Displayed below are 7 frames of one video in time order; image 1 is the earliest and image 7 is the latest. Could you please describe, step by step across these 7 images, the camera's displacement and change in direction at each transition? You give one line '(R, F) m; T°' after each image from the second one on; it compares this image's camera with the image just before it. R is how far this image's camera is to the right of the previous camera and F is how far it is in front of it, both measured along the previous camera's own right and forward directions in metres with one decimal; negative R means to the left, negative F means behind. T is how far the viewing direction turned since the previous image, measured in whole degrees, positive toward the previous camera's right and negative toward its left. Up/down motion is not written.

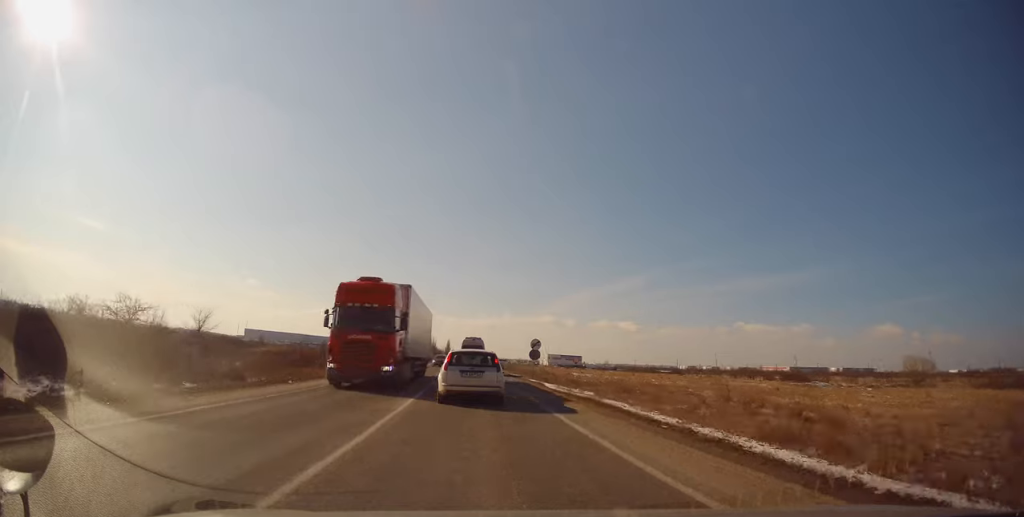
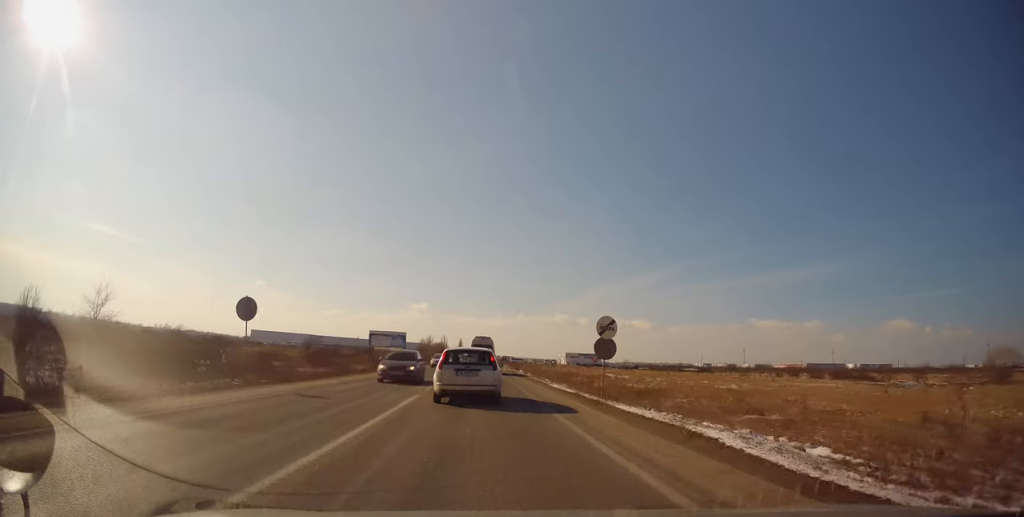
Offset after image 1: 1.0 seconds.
(-0.3, +19.0) m; -2°
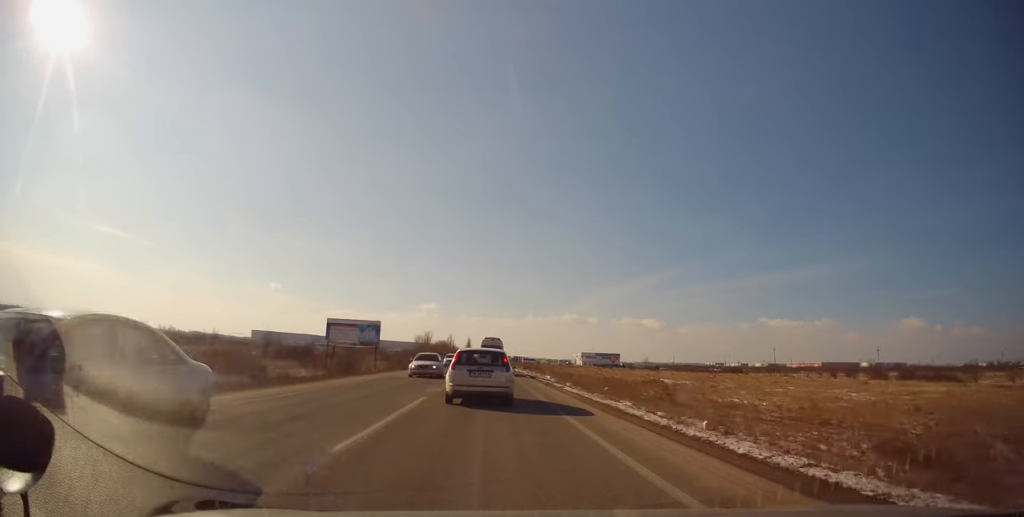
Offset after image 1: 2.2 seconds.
(-0.4, +24.2) m; -1°
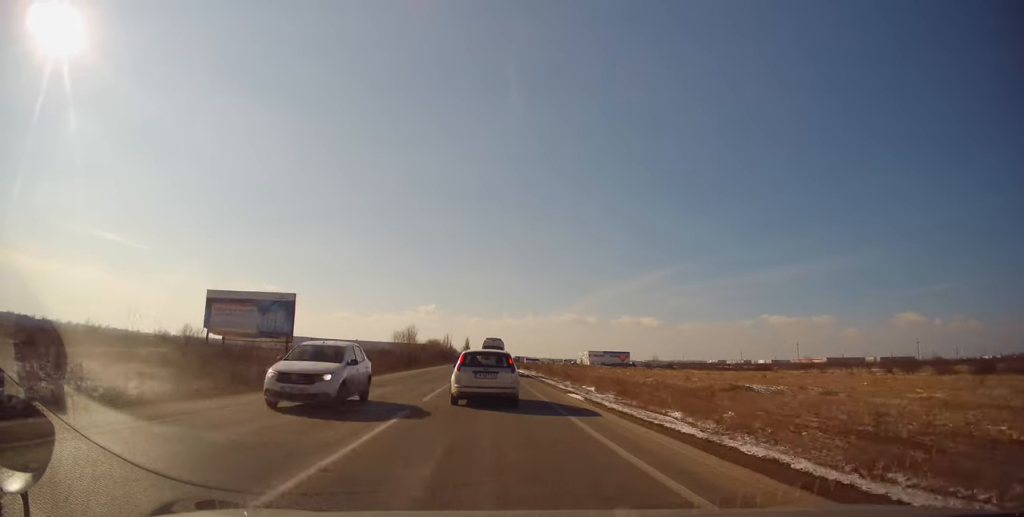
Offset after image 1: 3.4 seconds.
(+0.1, +23.0) m; 0°
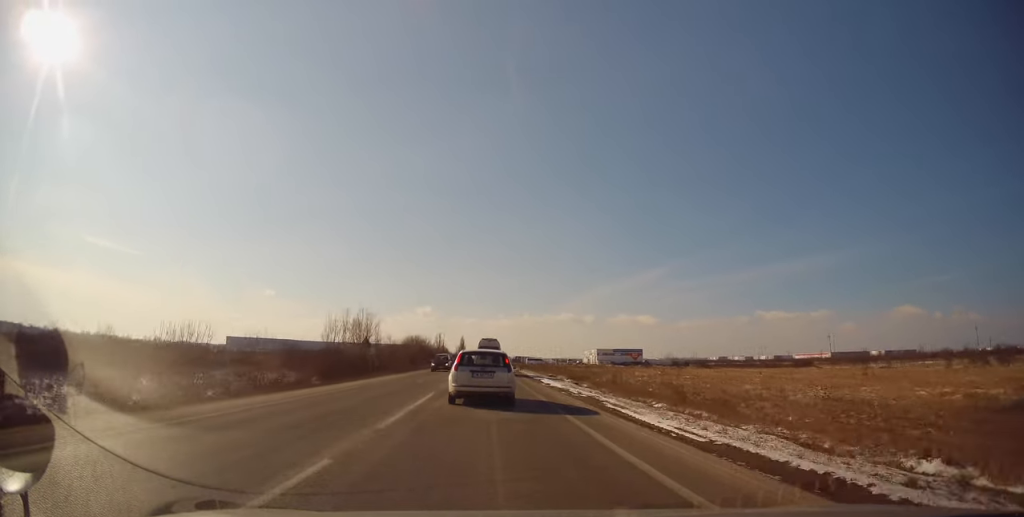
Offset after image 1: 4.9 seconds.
(-0.1, +29.7) m; 0°
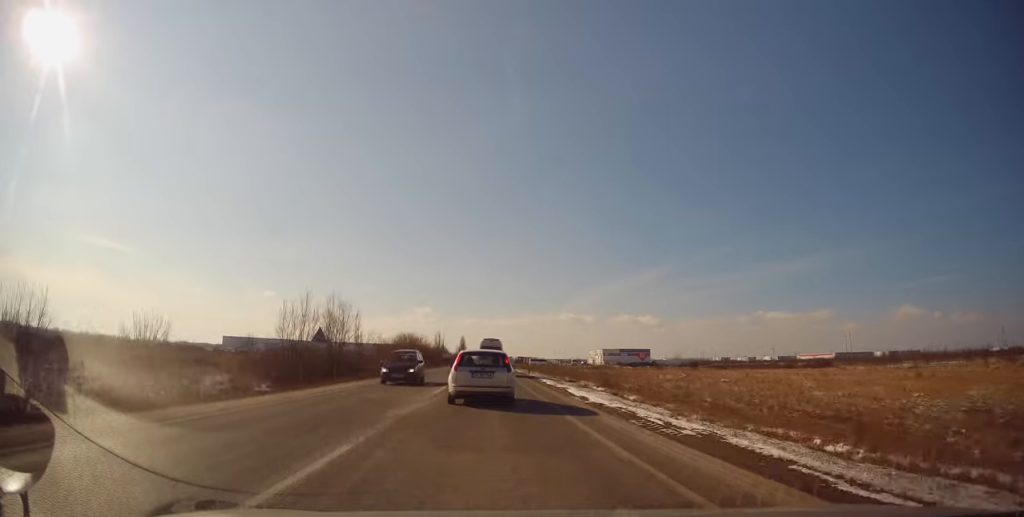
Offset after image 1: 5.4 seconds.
(-0.1, +10.6) m; 0°
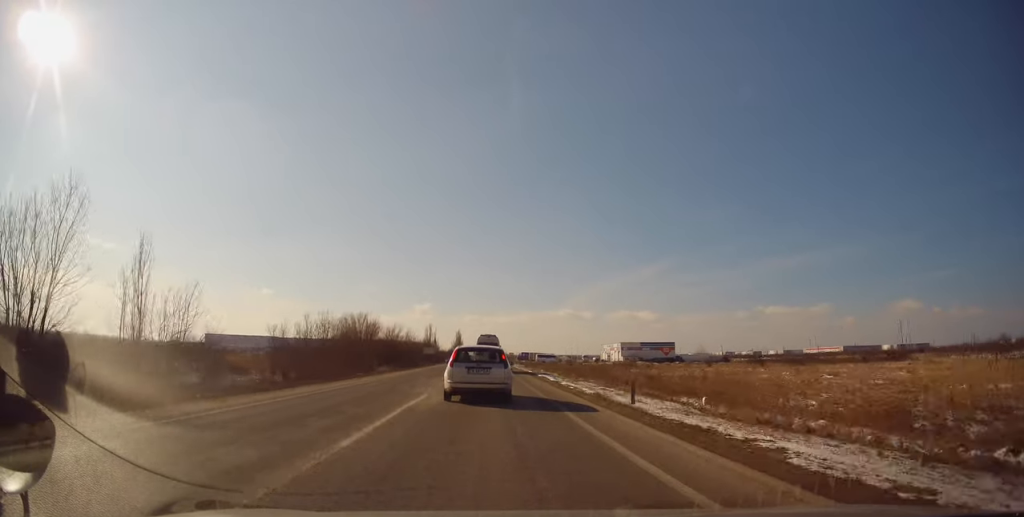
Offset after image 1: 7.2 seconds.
(-0.7, +35.4) m; -2°
